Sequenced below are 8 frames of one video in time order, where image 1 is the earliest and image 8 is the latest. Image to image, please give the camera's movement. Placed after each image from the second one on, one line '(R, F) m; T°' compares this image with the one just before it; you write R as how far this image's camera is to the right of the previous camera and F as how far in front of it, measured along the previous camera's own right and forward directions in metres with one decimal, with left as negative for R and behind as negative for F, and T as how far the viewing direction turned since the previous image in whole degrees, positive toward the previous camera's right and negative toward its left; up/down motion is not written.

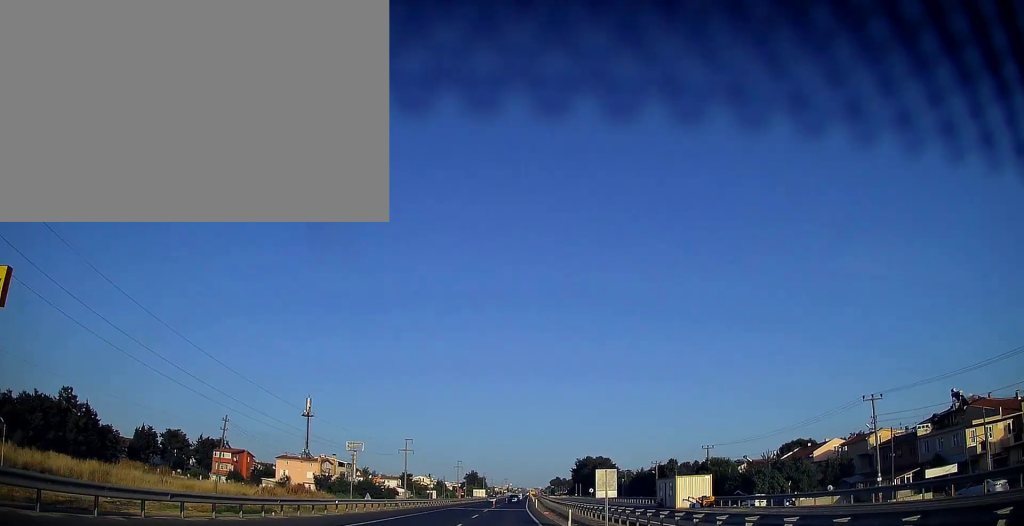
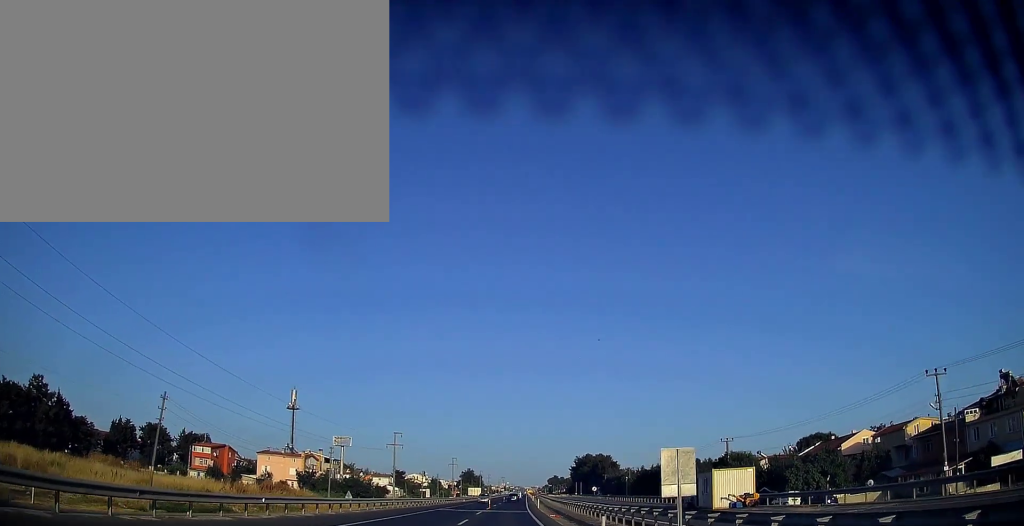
(0.0, +9.5) m; 0°
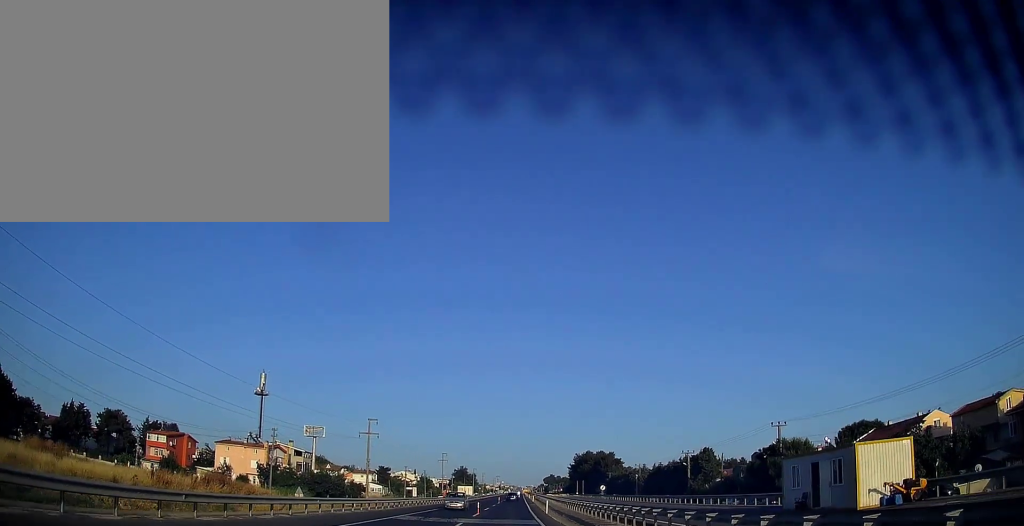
(-0.1, +17.9) m; +1°
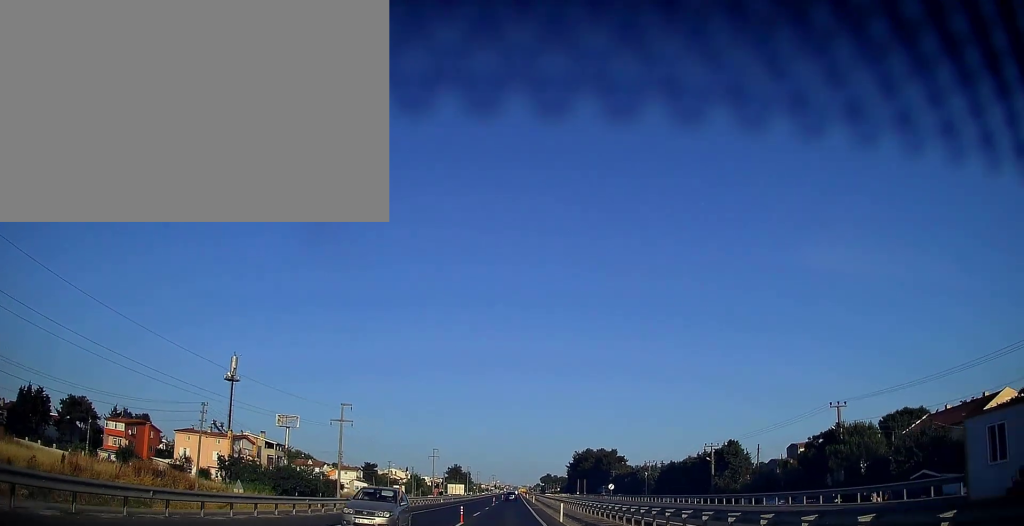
(+0.3, +13.8) m; +1°
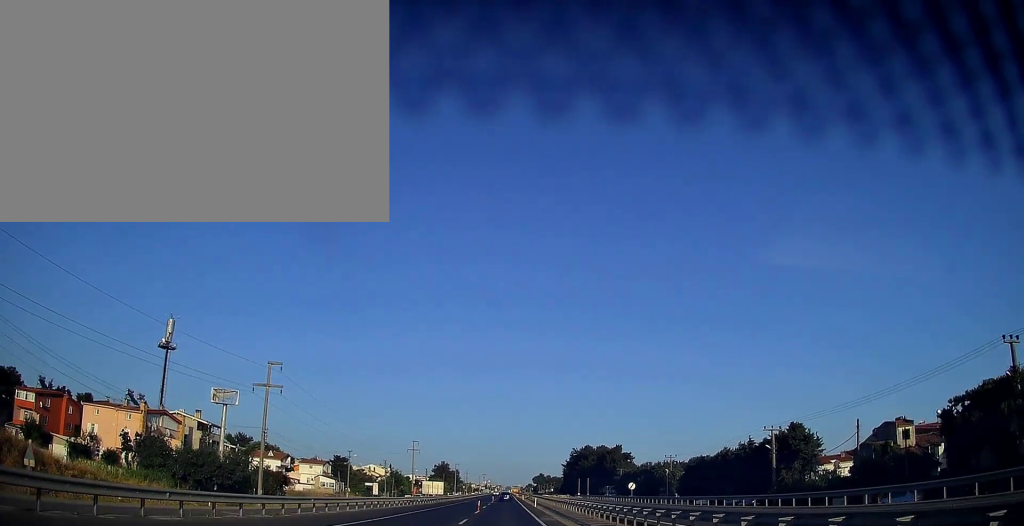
(+0.1, +23.3) m; 0°
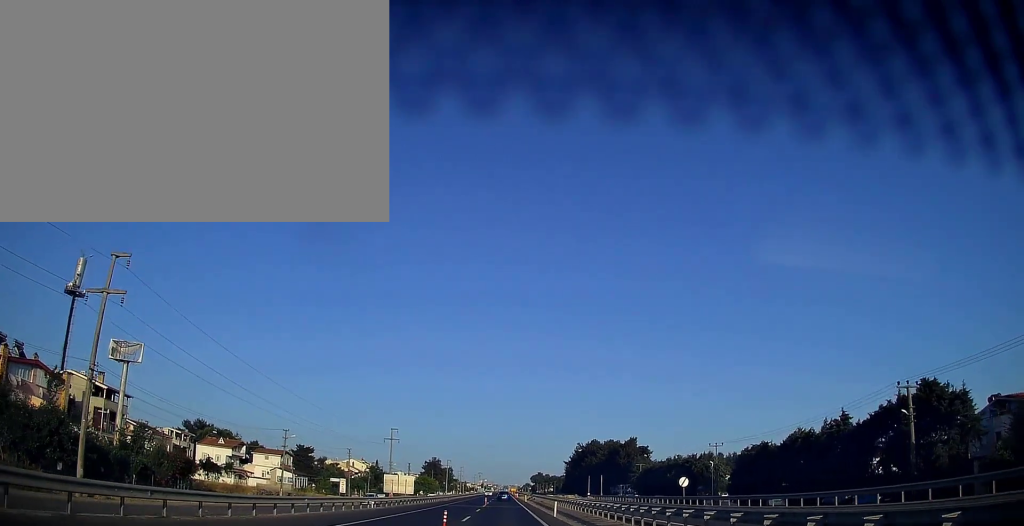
(+0.1, +25.3) m; 0°
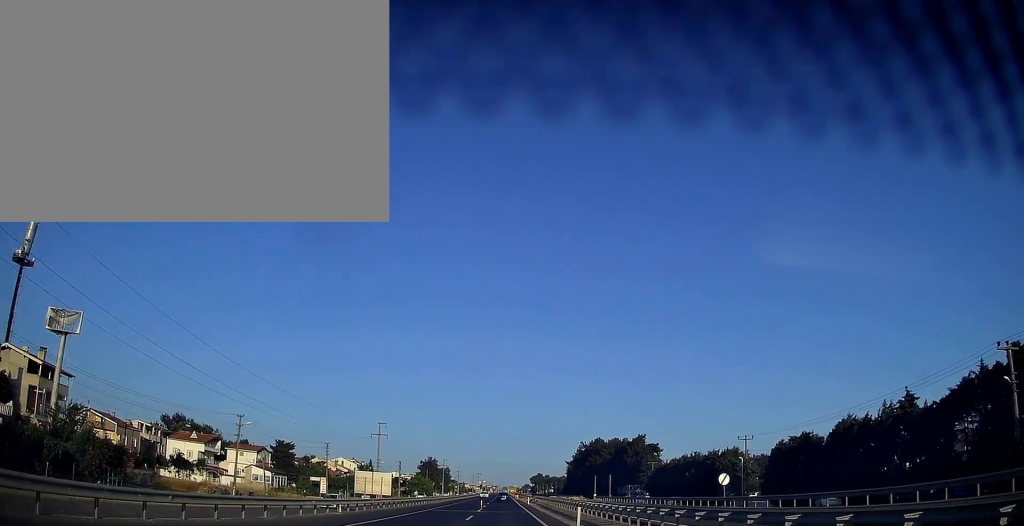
(0.0, +11.2) m; 0°
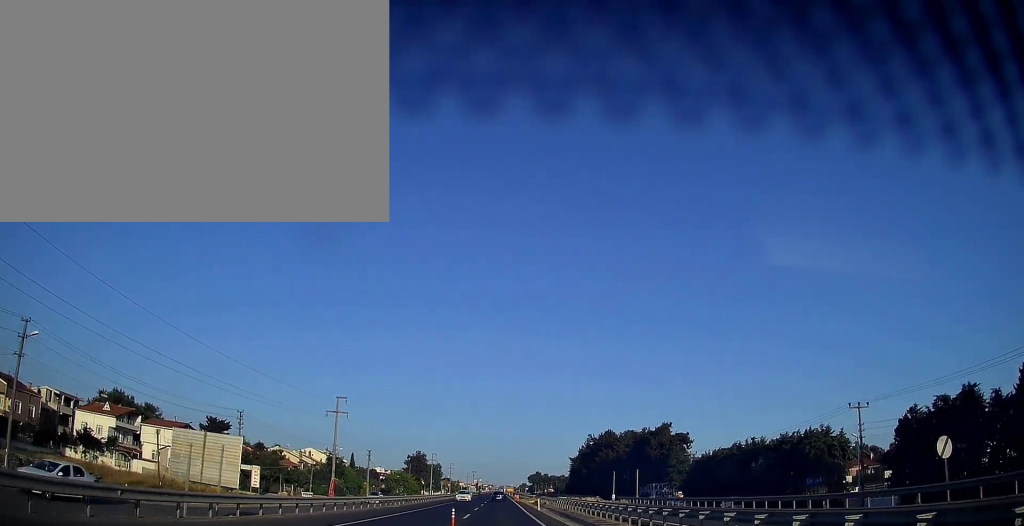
(+0.1, +26.6) m; 0°
